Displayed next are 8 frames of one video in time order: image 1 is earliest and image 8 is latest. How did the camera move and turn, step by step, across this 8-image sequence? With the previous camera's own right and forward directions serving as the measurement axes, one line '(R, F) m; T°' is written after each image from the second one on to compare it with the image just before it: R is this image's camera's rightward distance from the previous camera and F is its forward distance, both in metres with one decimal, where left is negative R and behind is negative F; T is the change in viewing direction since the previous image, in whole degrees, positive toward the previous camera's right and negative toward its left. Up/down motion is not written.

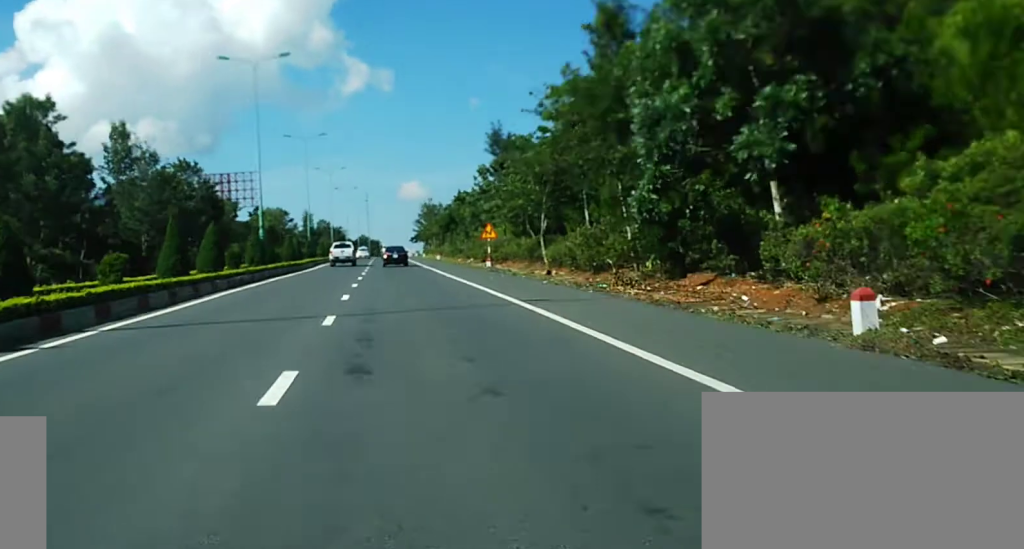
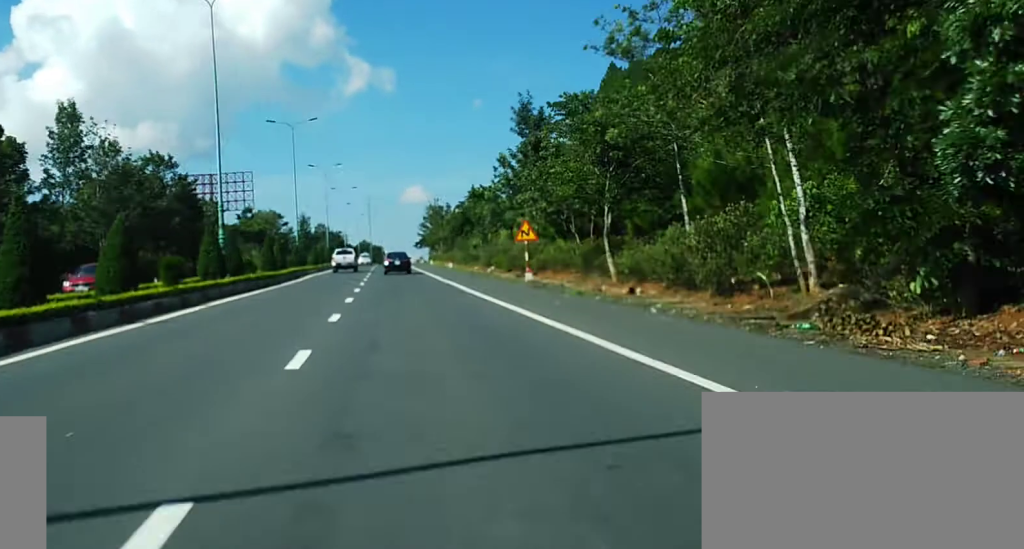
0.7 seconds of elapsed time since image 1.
(+0.2, +12.2) m; 0°
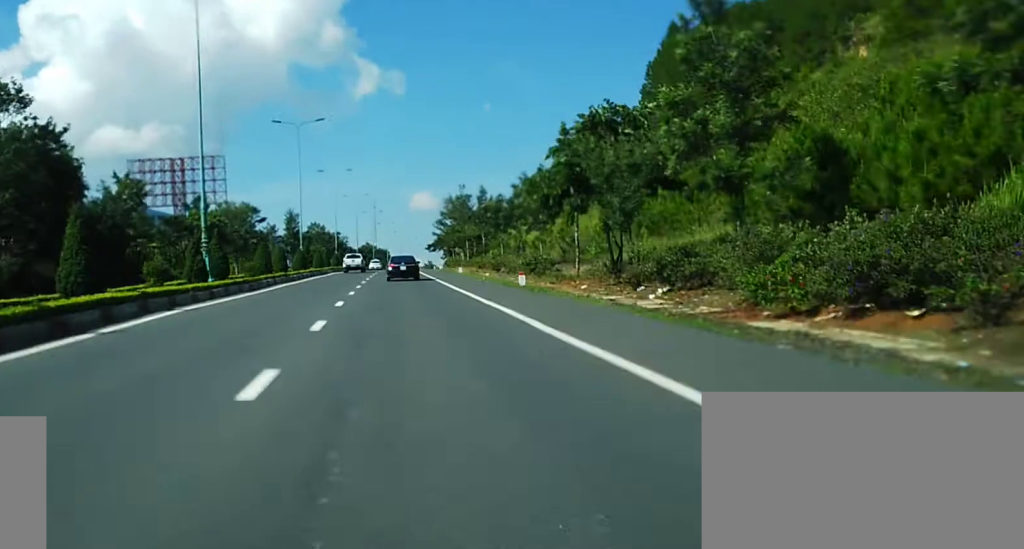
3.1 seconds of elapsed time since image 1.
(-0.5, +43.7) m; 0°
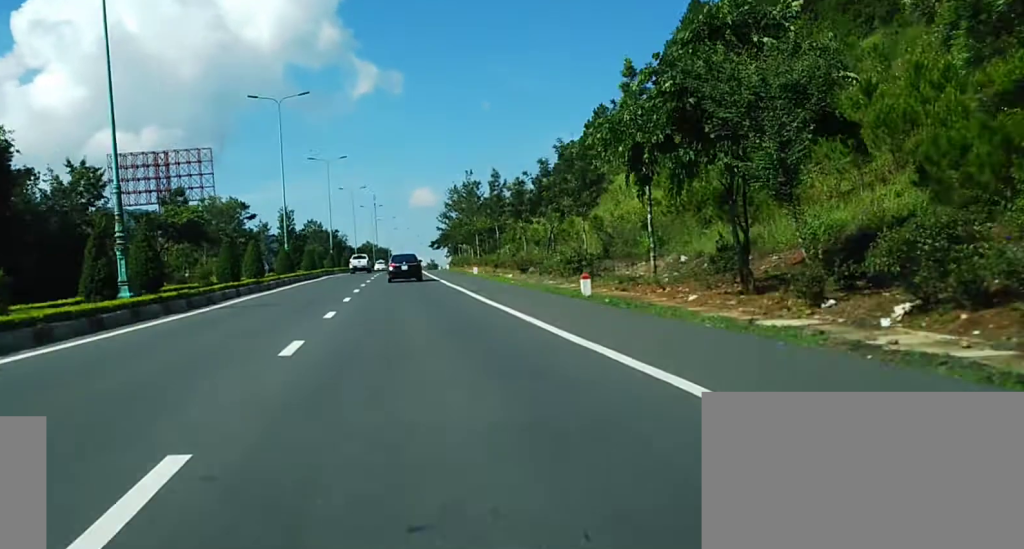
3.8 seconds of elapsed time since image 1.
(0.0, +12.1) m; 0°
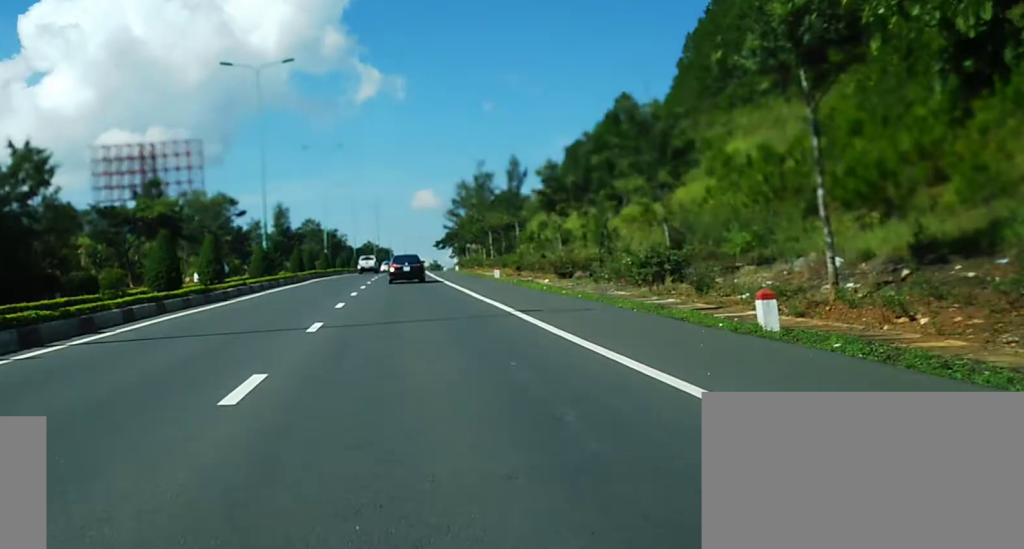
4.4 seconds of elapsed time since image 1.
(0.0, +12.0) m; 0°
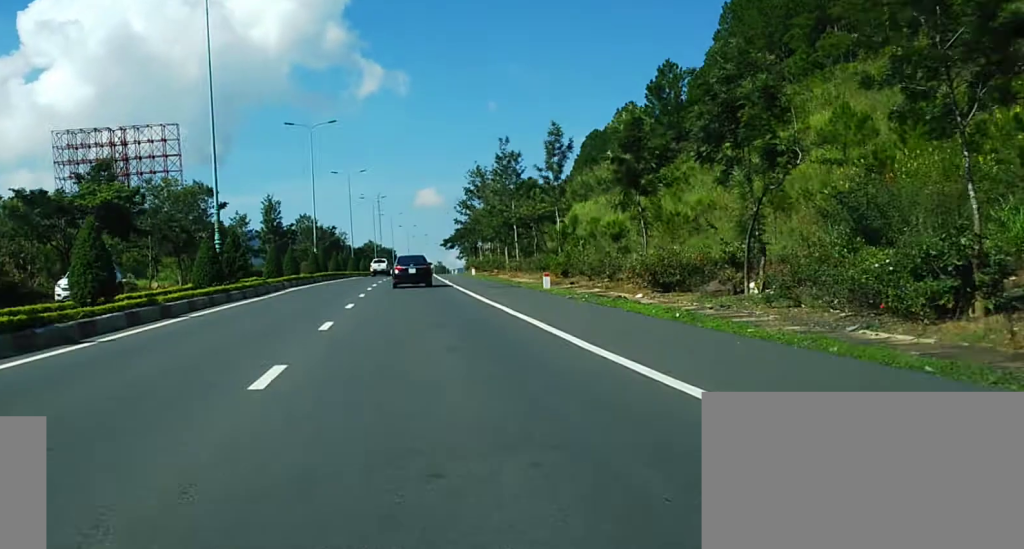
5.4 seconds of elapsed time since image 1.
(-0.2, +16.7) m; -1°
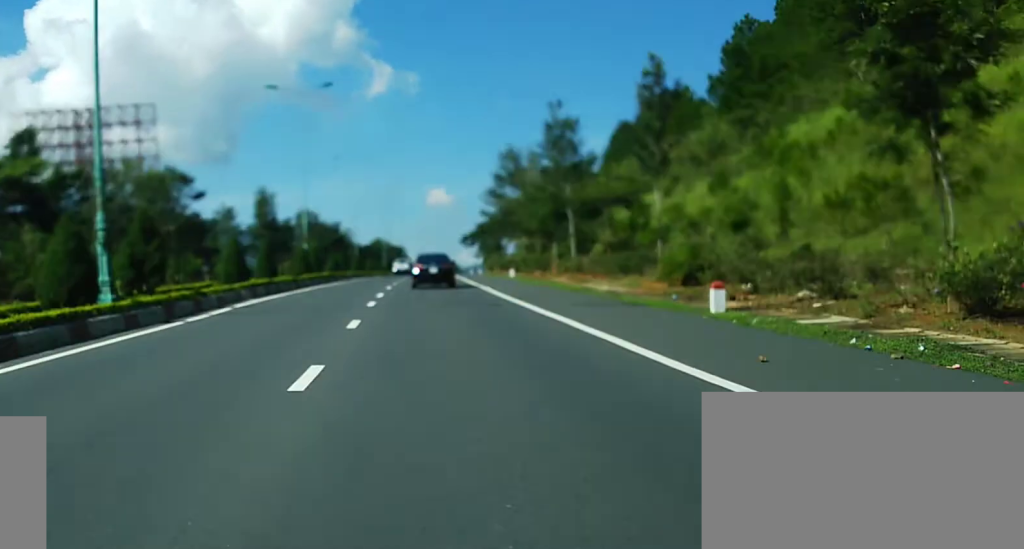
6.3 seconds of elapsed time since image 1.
(-0.1, +16.6) m; -1°
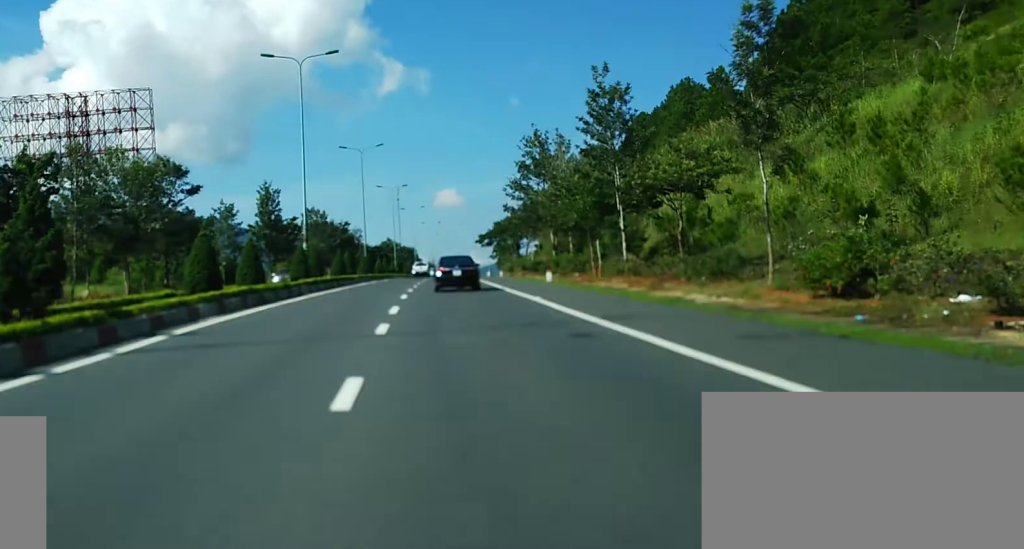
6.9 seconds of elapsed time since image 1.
(0.0, +9.4) m; 0°
